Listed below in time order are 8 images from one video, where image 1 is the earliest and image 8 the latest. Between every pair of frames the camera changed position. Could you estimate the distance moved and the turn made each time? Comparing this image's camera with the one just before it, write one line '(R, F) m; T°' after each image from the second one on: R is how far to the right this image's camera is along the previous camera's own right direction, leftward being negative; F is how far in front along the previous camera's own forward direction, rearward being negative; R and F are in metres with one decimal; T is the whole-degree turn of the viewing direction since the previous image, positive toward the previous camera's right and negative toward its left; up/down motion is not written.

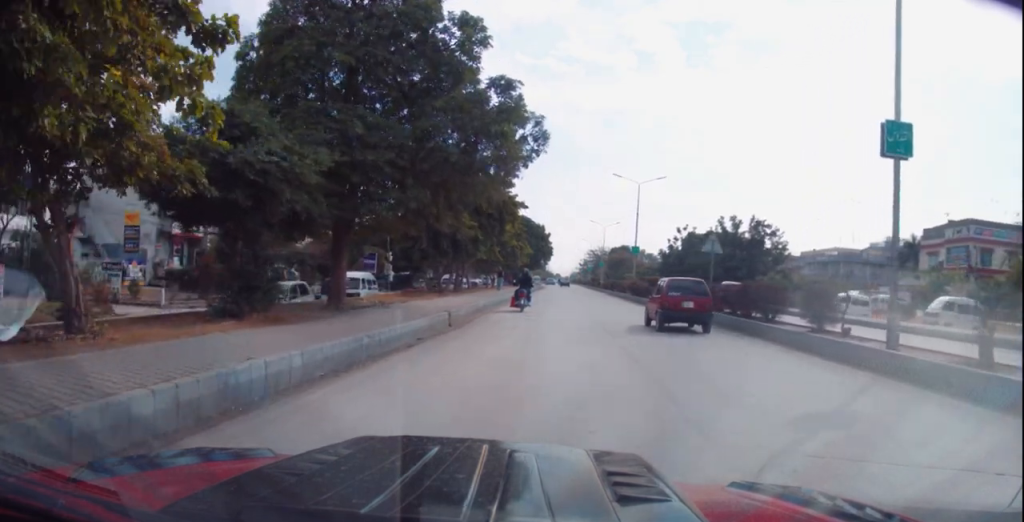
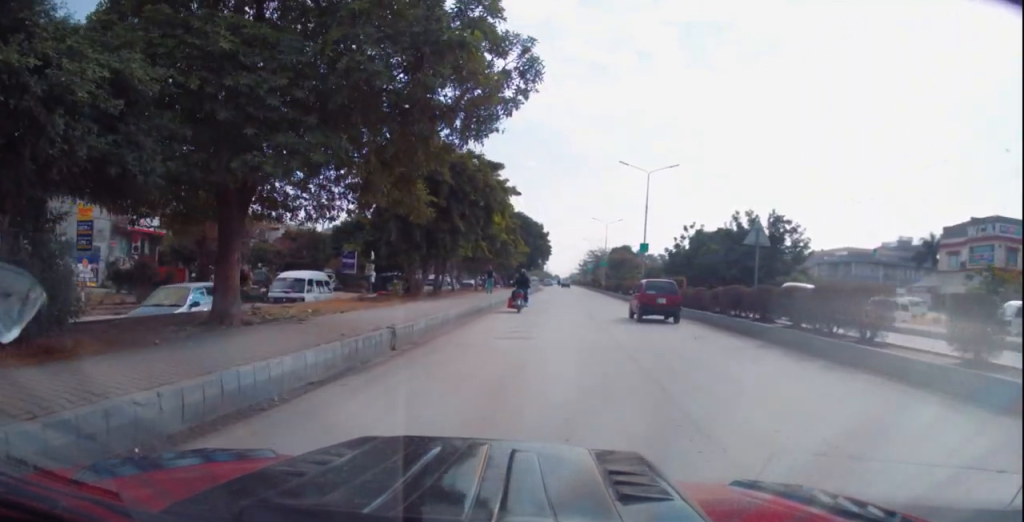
(+0.4, +5.6) m; +2°
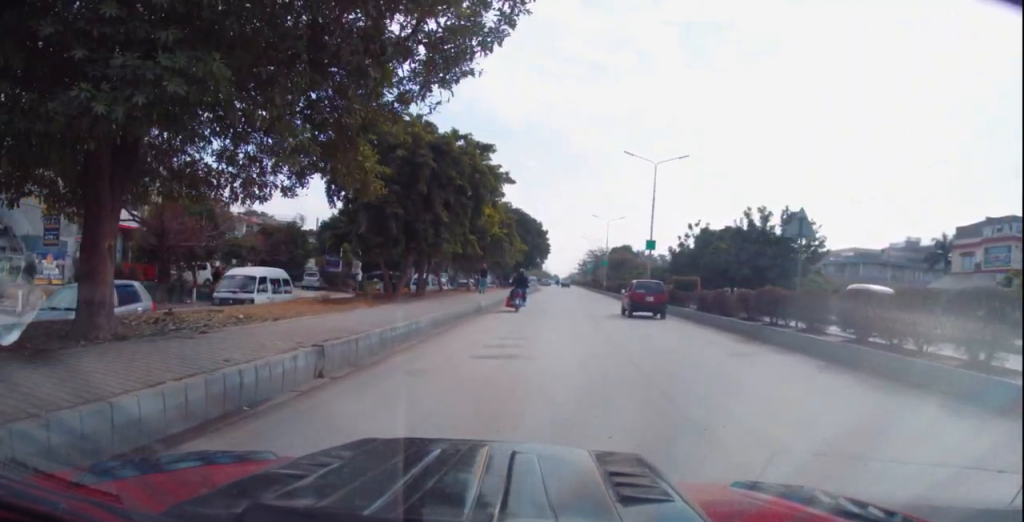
(-0.2, +3.3) m; -1°
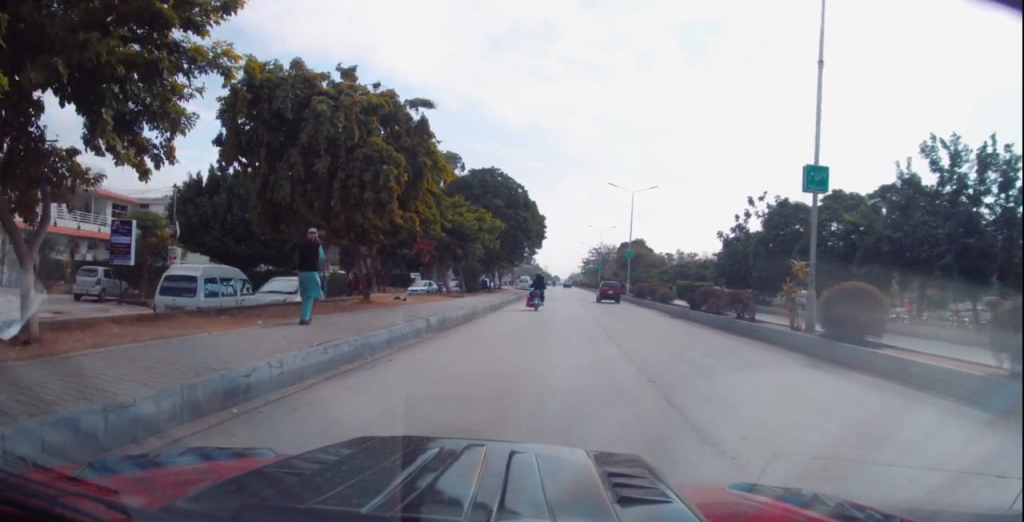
(+0.4, +26.5) m; -1°
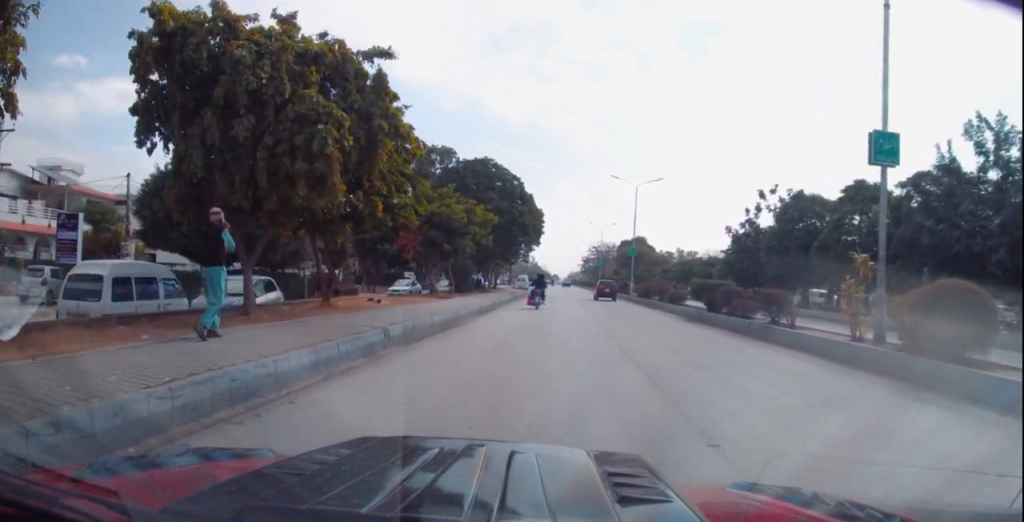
(0.0, +3.3) m; 0°
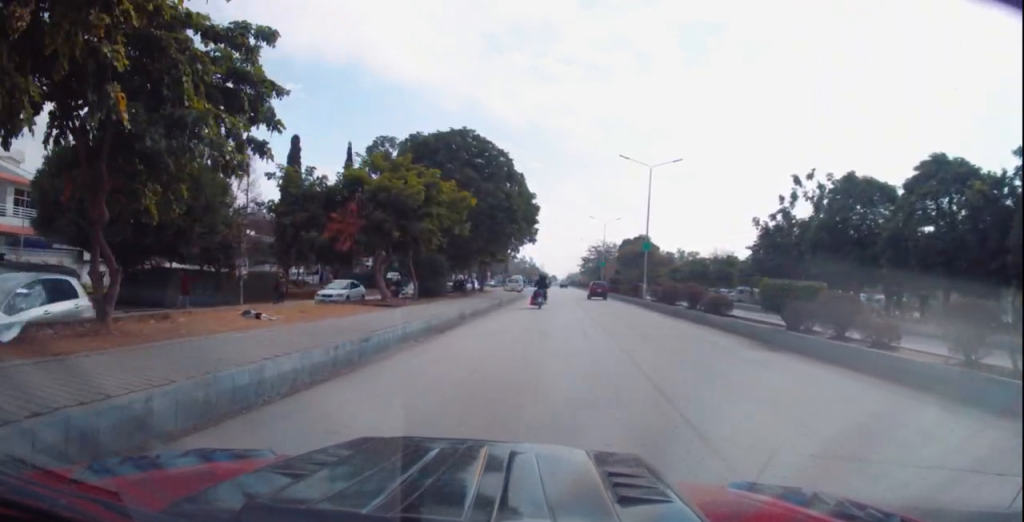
(-0.1, +8.4) m; 0°
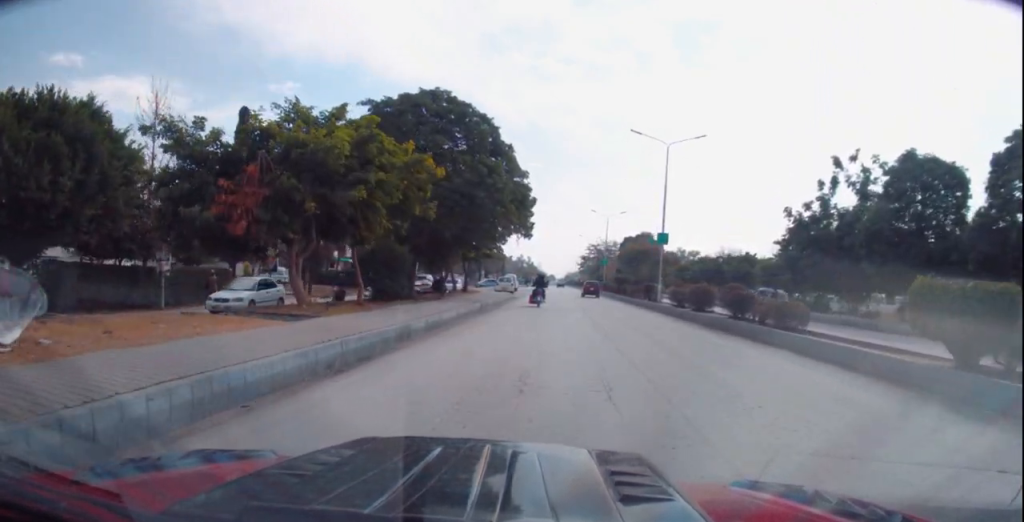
(+0.1, +6.9) m; +2°
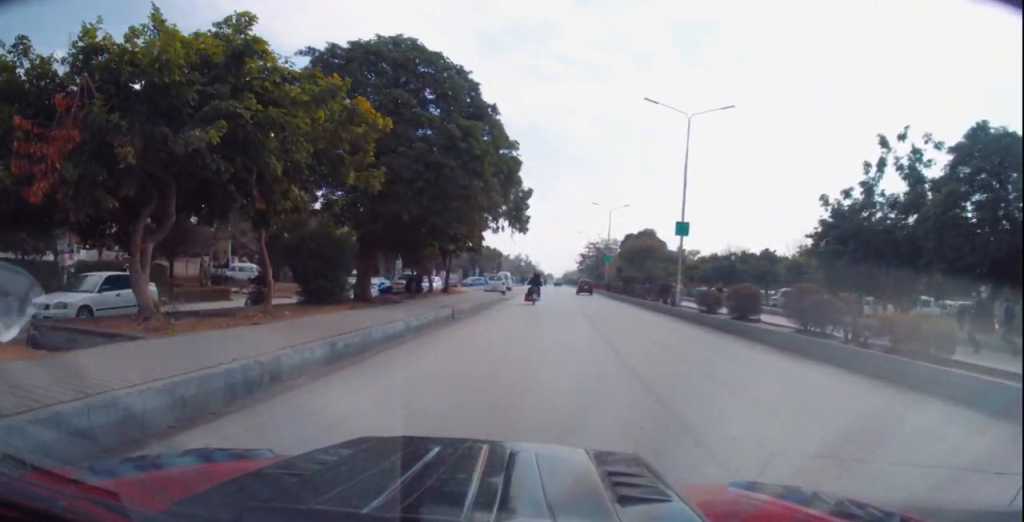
(+0.1, +6.2) m; +2°
